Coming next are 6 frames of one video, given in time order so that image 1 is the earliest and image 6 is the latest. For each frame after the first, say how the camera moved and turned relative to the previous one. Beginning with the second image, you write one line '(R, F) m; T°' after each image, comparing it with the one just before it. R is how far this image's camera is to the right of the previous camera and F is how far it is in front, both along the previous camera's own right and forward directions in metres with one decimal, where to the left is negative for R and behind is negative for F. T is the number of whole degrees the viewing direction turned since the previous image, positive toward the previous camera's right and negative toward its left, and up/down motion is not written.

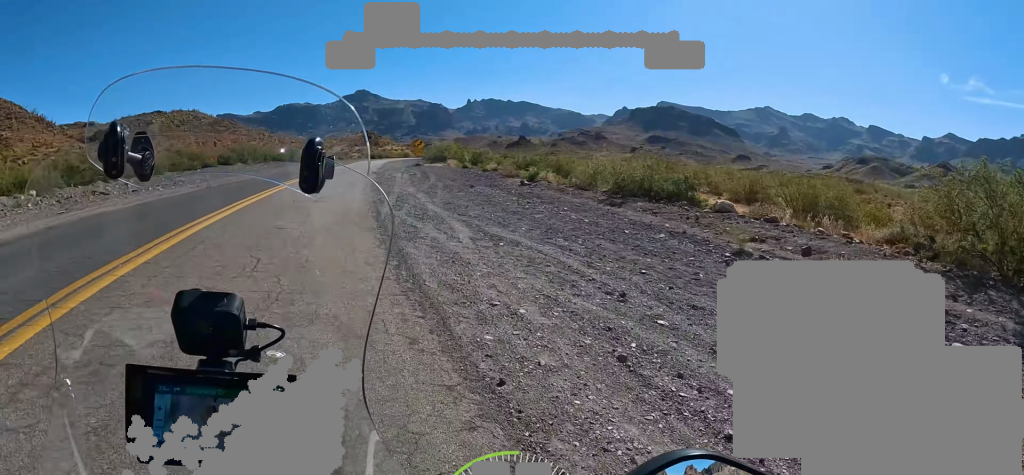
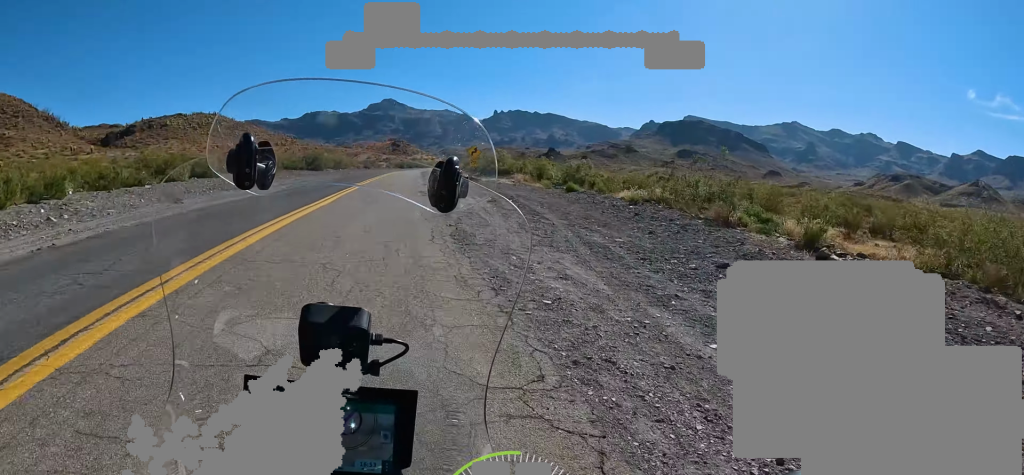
(+0.1, +12.1) m; +3°
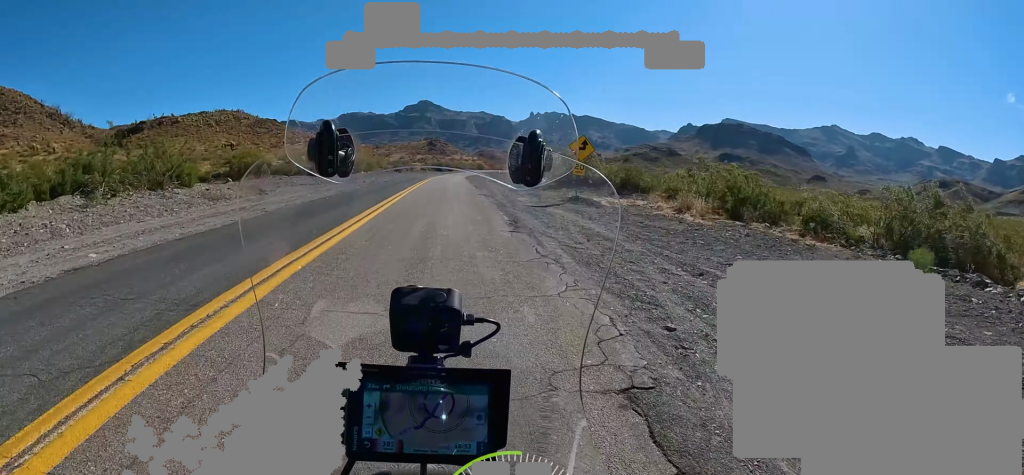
(+0.9, +17.5) m; +3°
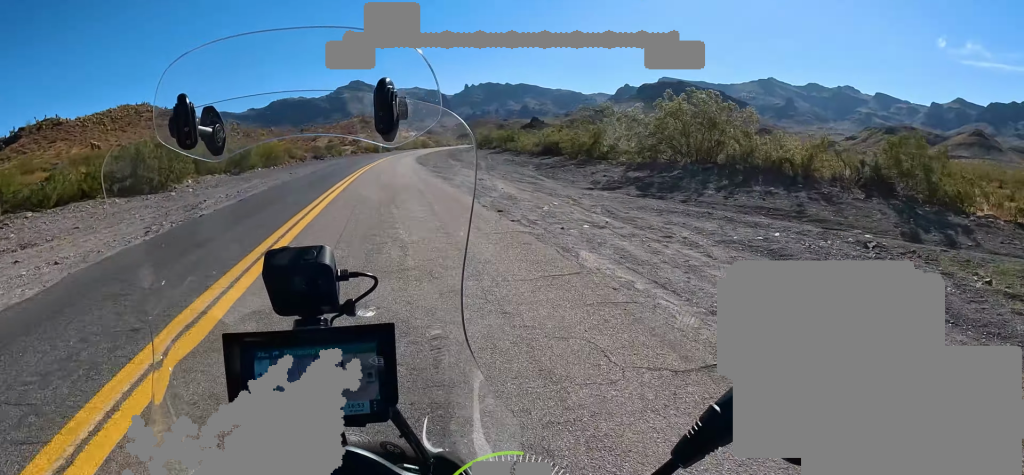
(-0.4, +23.6) m; -1°
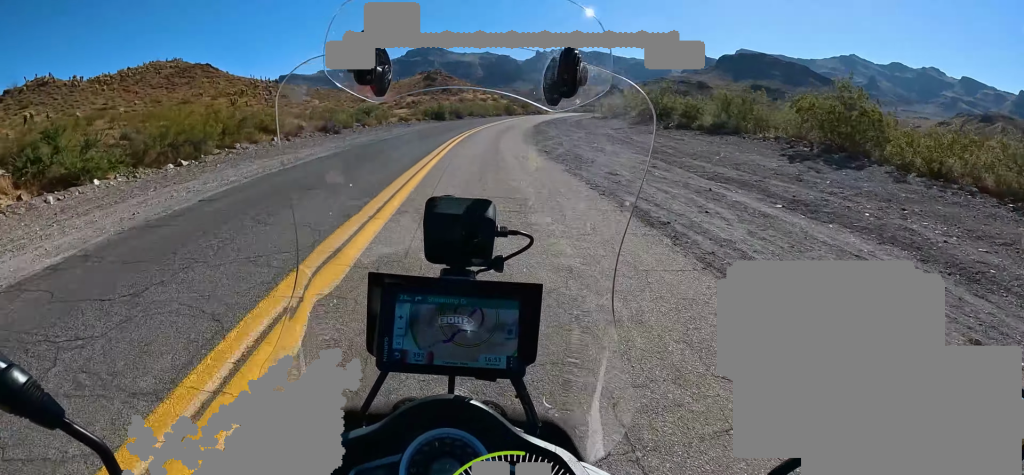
(+1.2, +34.0) m; +6°
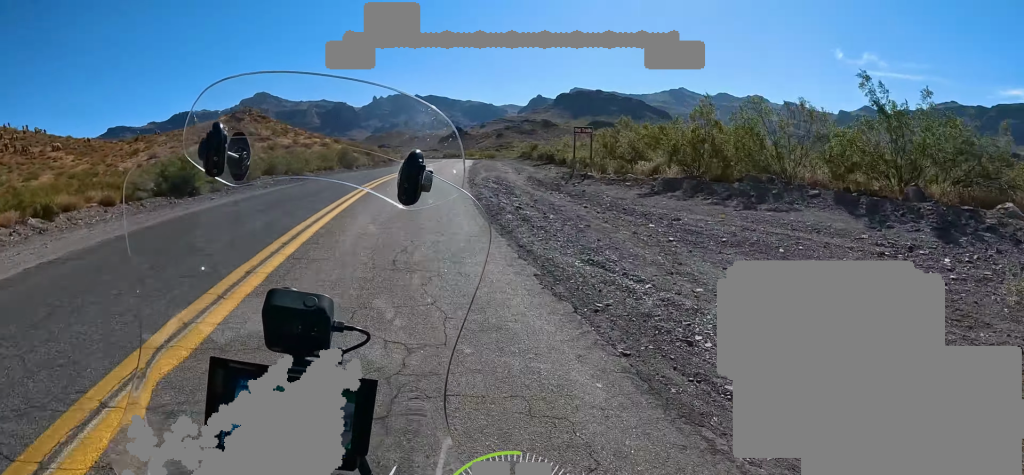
(+2.3, +39.3) m; +7°
